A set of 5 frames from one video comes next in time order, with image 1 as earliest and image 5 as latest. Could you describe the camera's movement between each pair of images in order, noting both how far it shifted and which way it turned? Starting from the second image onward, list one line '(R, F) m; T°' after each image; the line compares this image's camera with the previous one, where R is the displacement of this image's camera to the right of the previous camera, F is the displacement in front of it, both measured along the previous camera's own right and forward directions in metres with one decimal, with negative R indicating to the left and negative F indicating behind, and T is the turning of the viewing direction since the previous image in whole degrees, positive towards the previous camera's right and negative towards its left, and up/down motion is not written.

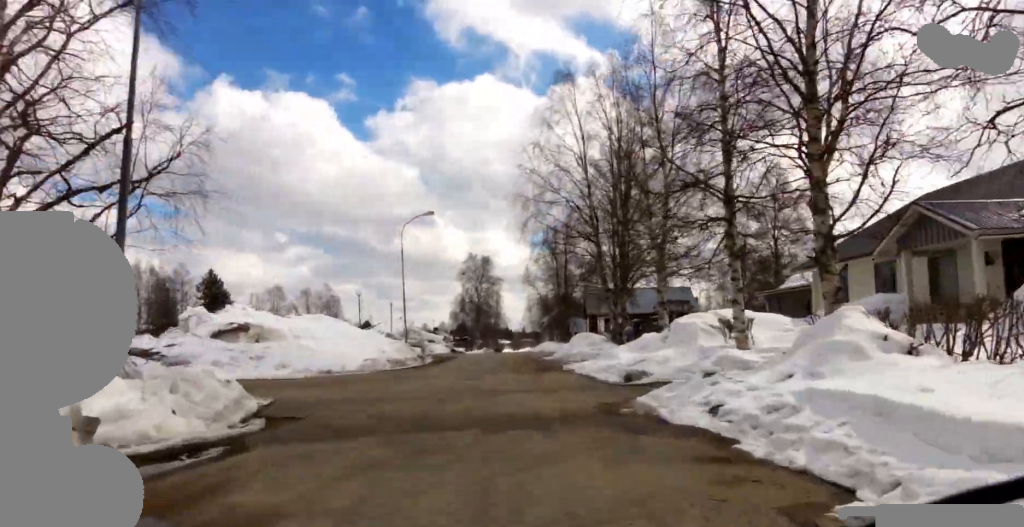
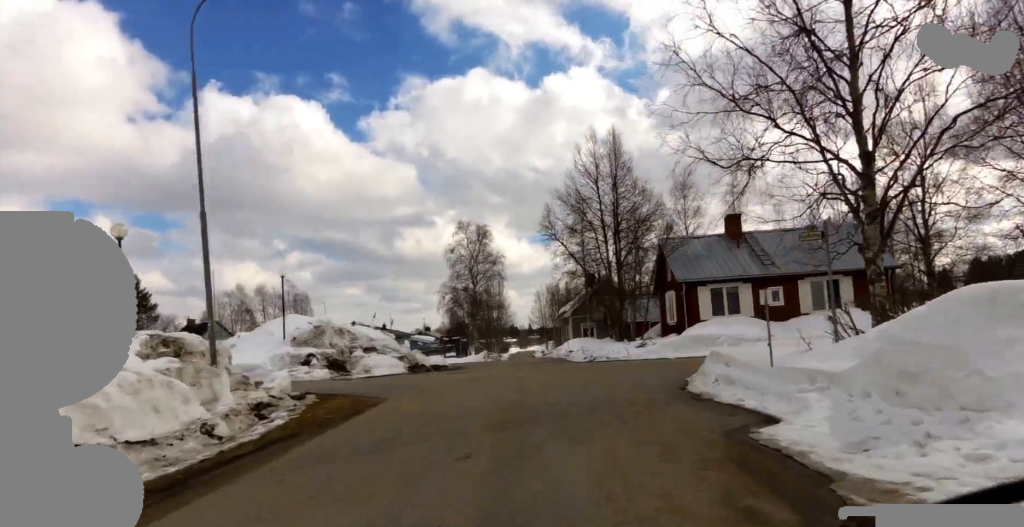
(+1.2, +22.4) m; +19°
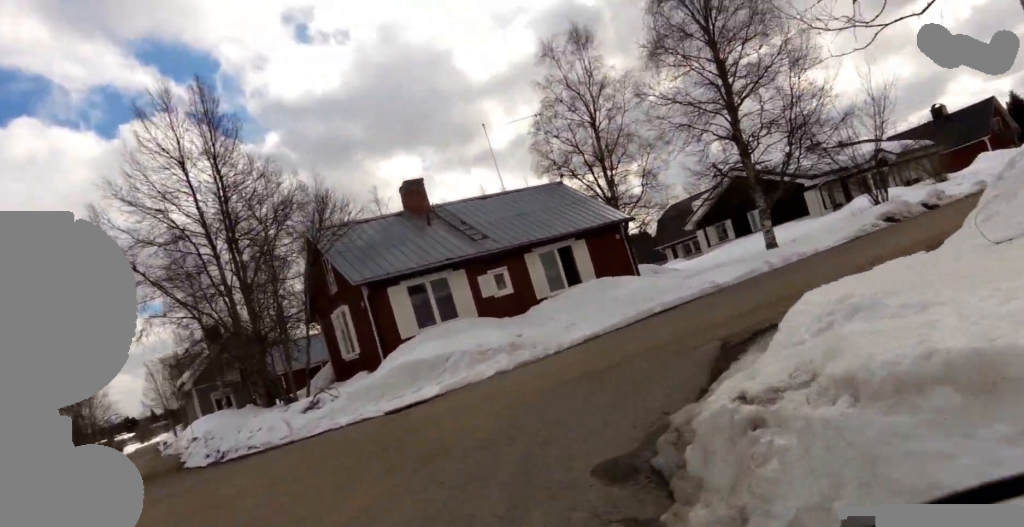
(+1.5, +8.9) m; +35°
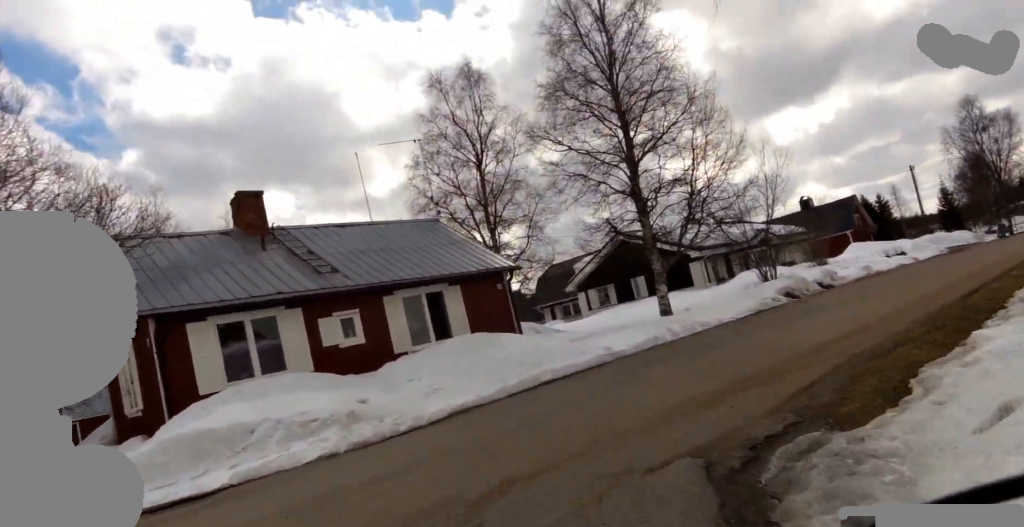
(+0.7, +1.9) m; +38°
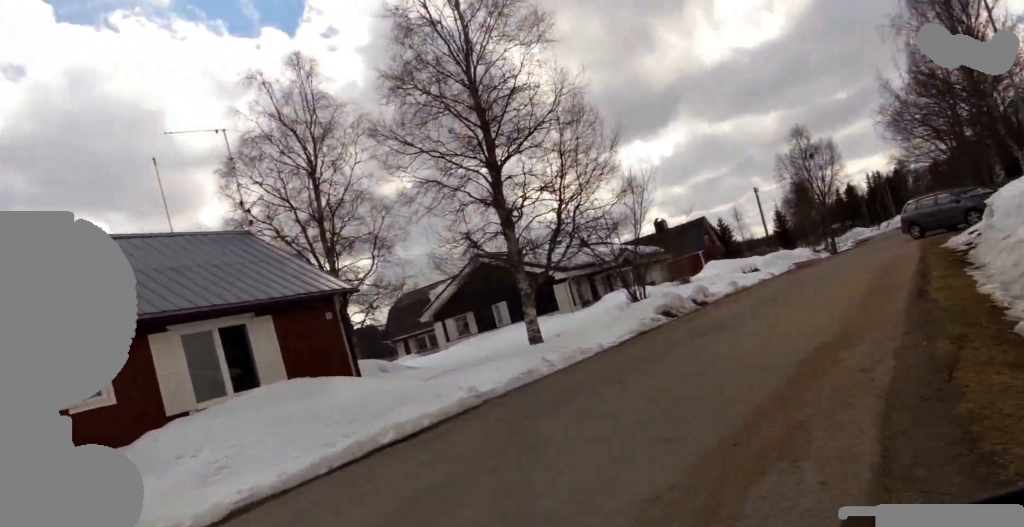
(+0.4, +1.7) m; +22°
